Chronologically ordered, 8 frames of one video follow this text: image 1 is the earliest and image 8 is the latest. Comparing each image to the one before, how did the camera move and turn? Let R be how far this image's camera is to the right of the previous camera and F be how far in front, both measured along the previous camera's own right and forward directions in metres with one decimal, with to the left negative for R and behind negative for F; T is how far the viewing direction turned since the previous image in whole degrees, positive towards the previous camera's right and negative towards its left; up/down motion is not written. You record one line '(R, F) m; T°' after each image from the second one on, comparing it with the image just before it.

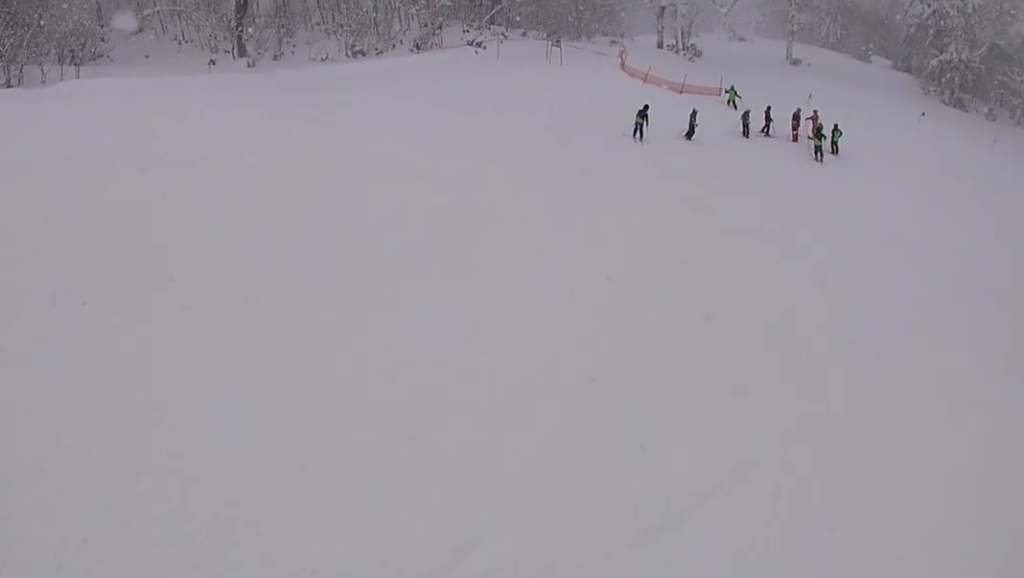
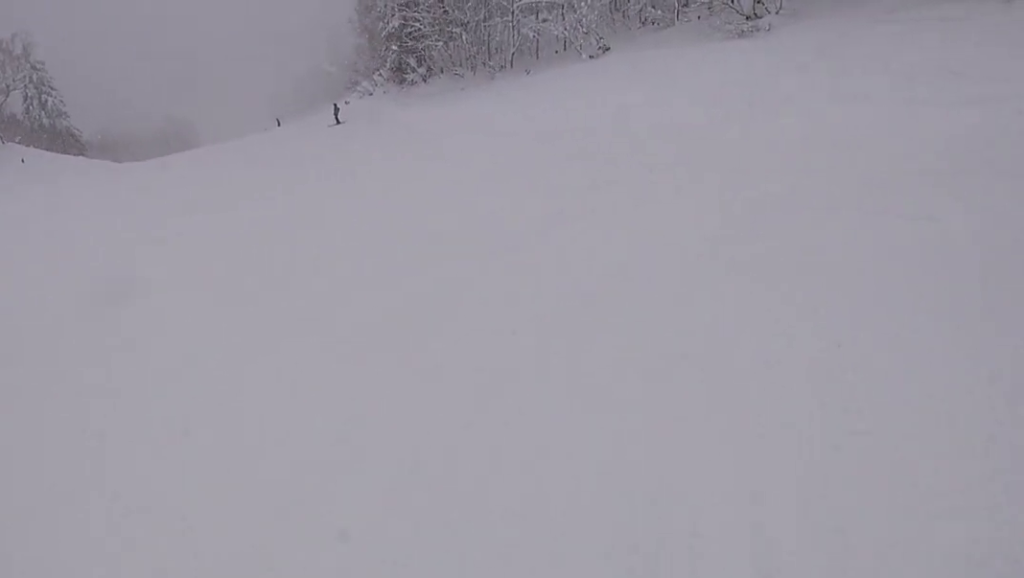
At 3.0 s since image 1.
(+10.5, +8.7) m; +56°
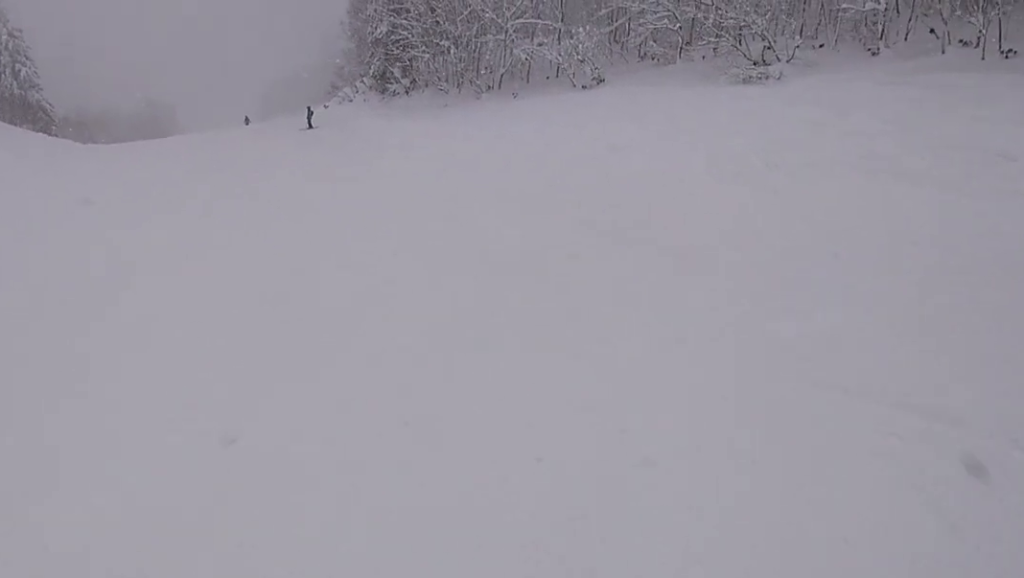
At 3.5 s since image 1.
(-0.8, +3.0) m; -11°
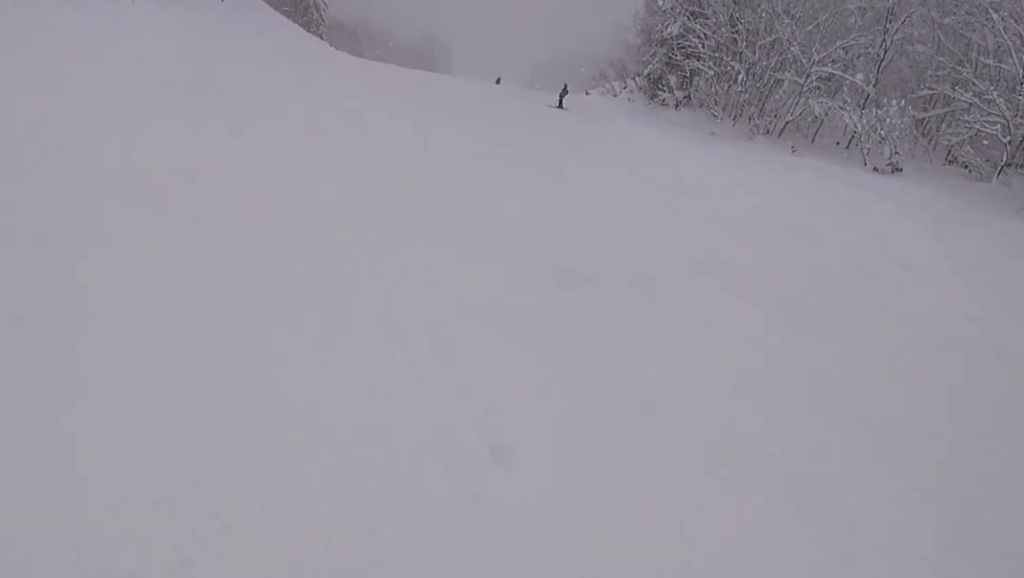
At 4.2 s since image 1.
(-0.6, +3.9) m; -14°
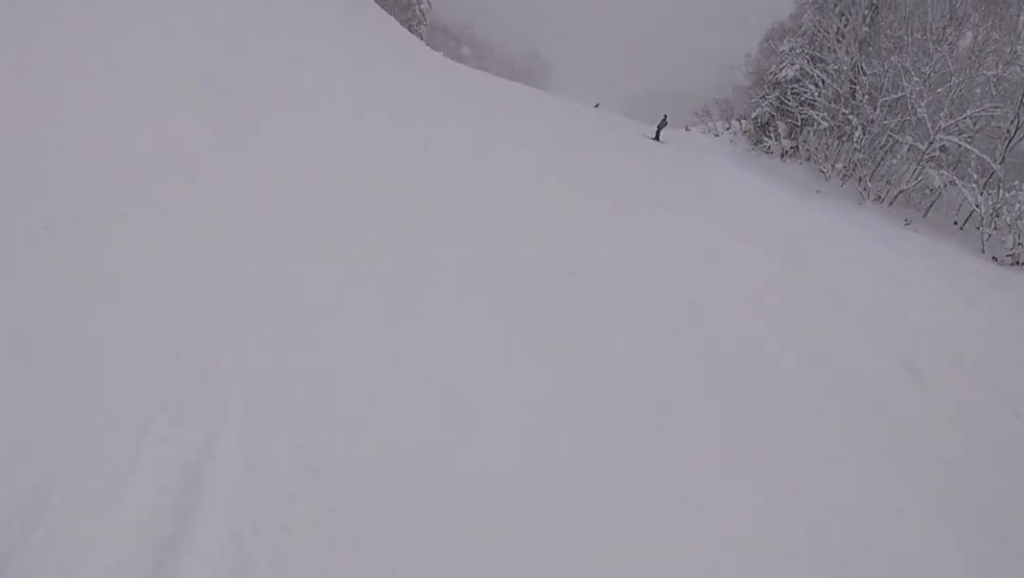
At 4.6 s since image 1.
(0.0, +2.6) m; -8°
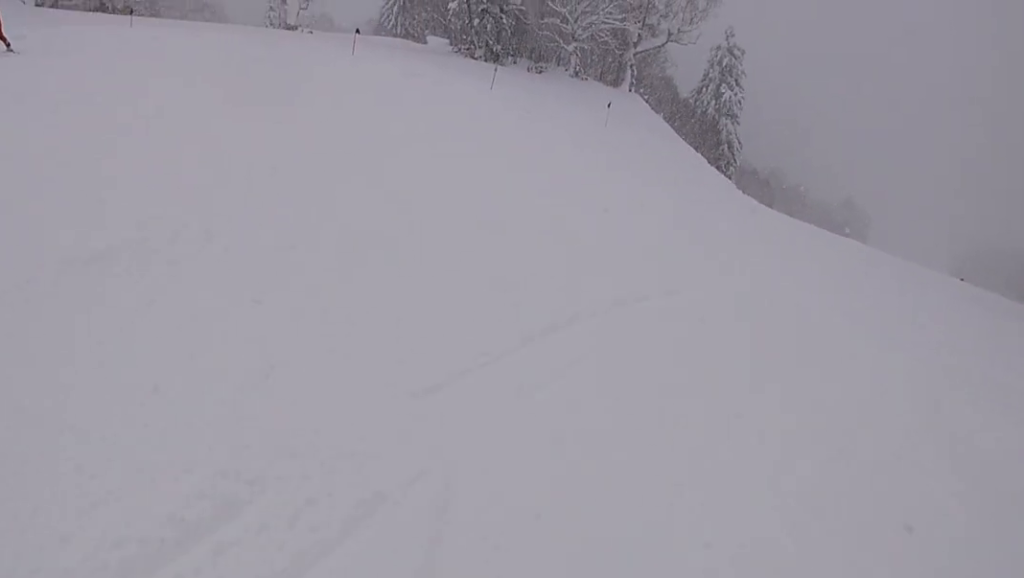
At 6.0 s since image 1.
(-1.9, +7.5) m; +9°
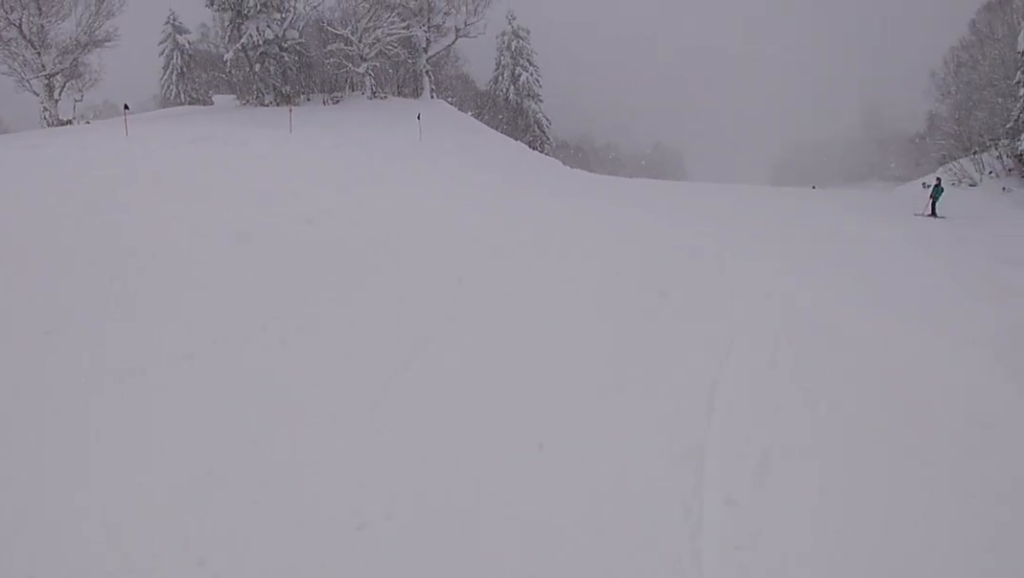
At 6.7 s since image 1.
(+2.0, +3.4) m; +22°
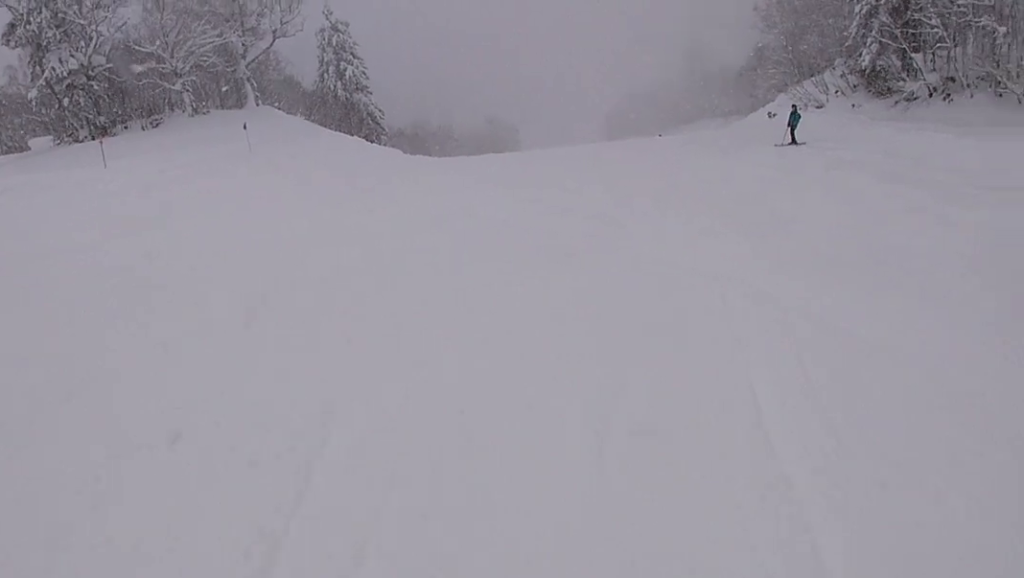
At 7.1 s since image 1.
(+0.5, +2.6) m; +11°
